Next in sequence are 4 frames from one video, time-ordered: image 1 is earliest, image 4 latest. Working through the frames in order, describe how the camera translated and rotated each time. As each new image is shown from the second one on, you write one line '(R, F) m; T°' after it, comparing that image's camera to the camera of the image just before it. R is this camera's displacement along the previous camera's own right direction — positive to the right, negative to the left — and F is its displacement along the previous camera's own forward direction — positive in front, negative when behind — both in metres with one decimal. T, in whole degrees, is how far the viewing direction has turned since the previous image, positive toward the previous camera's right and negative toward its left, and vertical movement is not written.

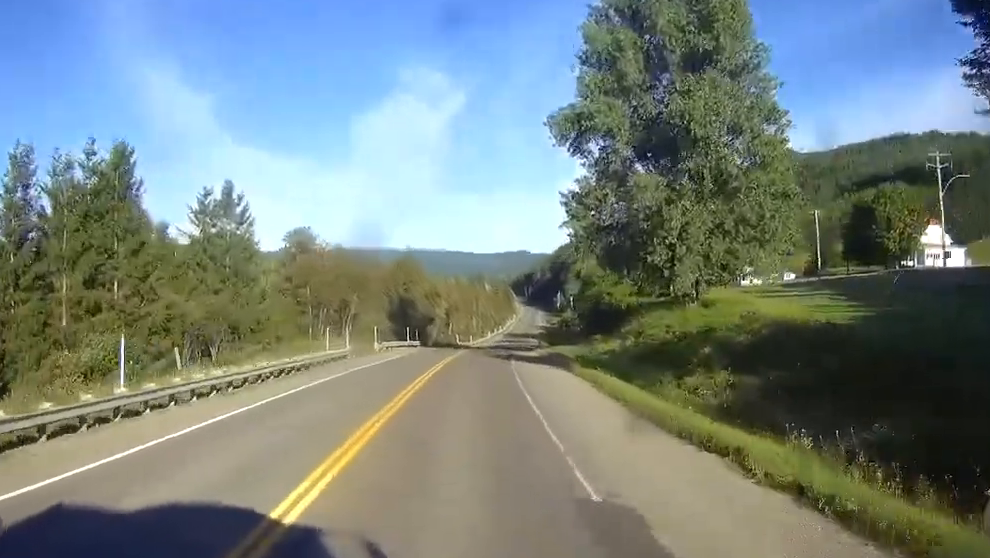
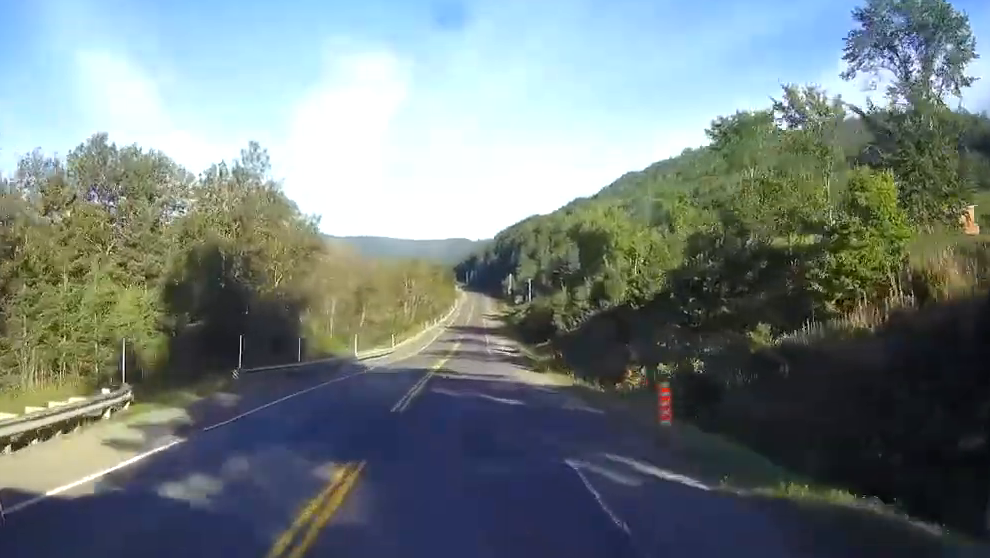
(0.0, +72.7) m; +2°
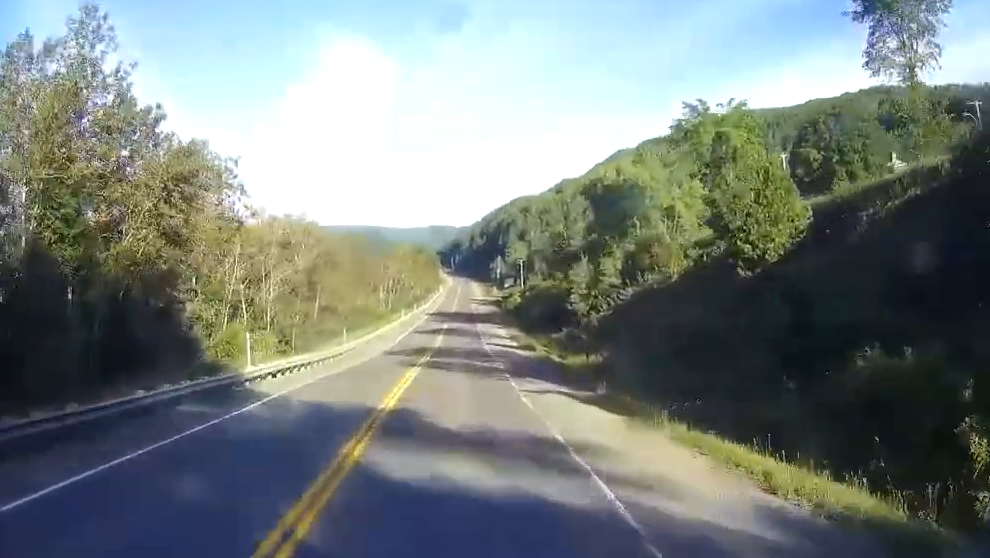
(+0.9, +27.2) m; +2°
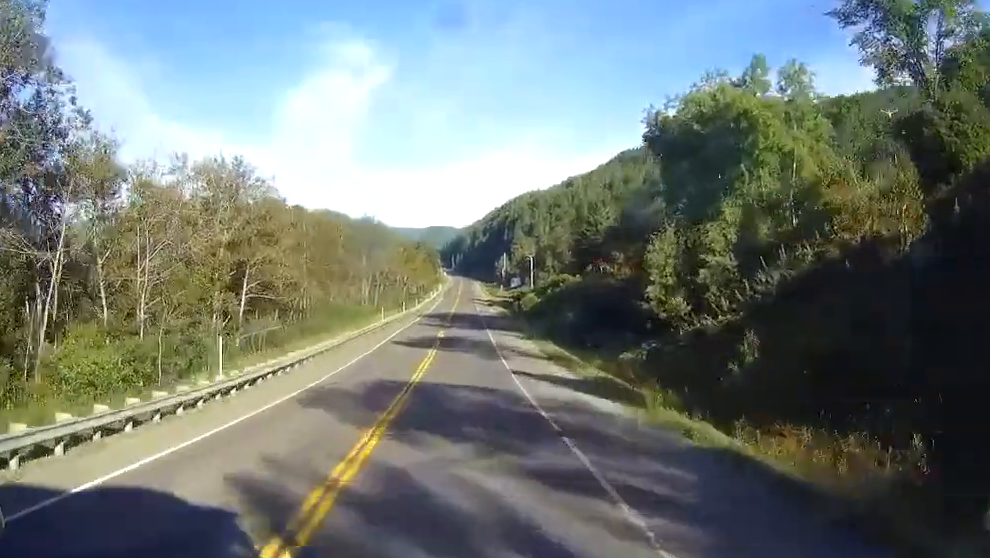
(+0.3, +30.9) m; +1°
